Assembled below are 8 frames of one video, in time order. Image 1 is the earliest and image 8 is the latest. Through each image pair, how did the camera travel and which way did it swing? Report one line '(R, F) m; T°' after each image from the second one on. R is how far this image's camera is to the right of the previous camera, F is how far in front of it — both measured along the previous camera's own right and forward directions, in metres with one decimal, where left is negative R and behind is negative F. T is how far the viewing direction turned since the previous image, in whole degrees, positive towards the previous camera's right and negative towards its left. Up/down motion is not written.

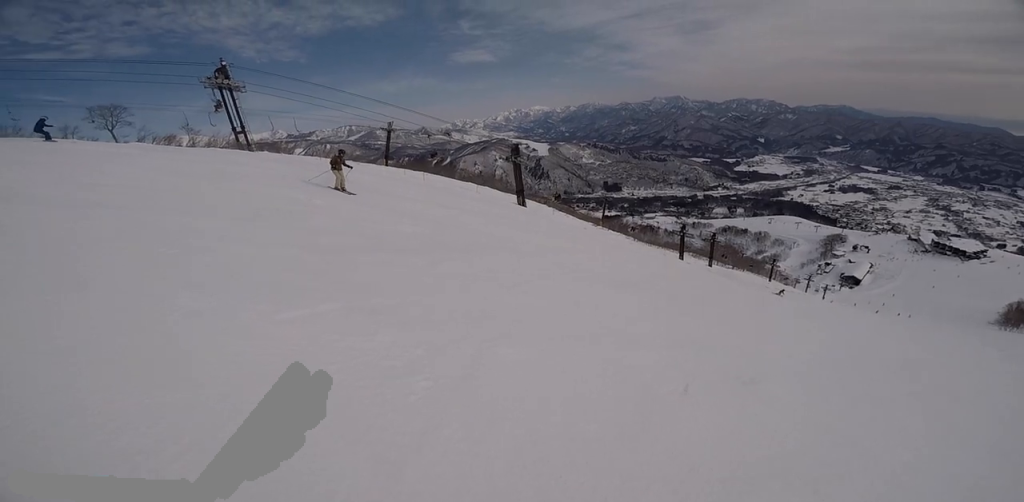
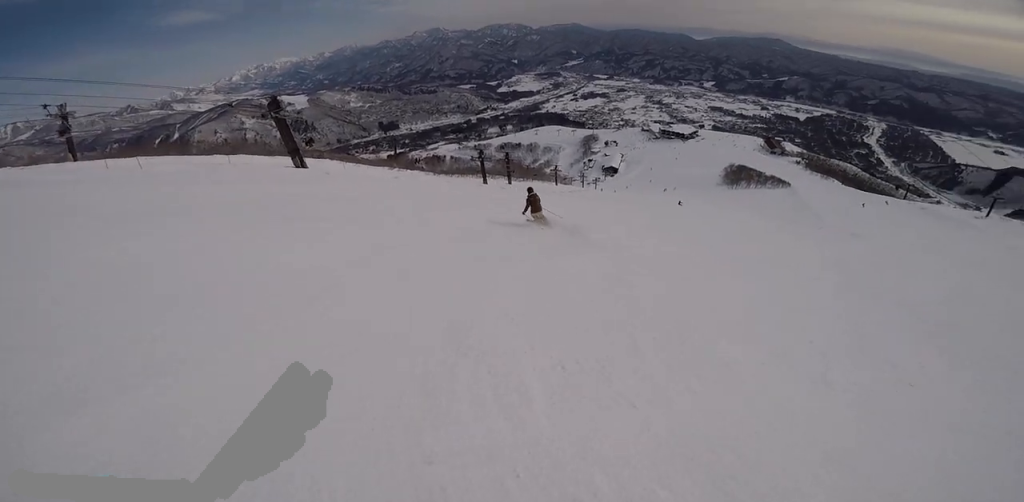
(+1.9, +6.0) m; +43°
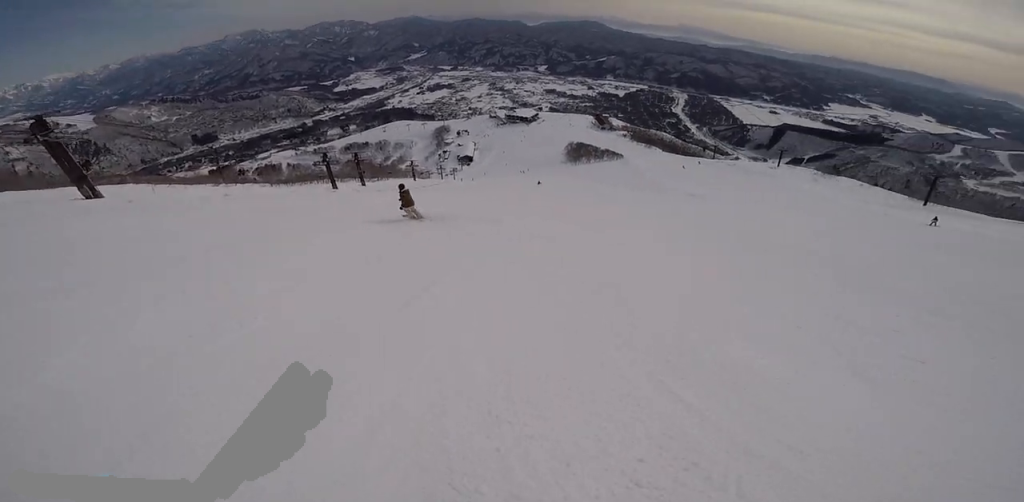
(+0.2, +1.8) m; +13°
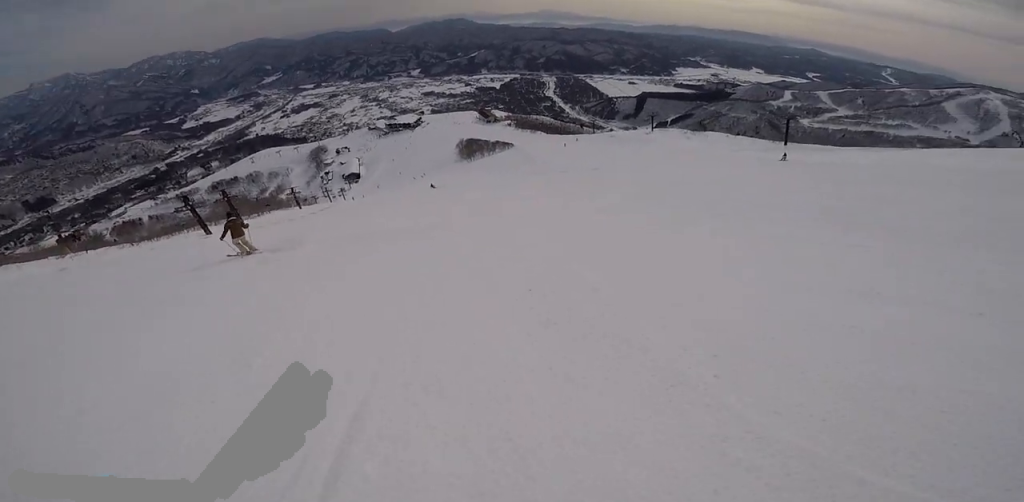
(-0.3, +2.2) m; +15°
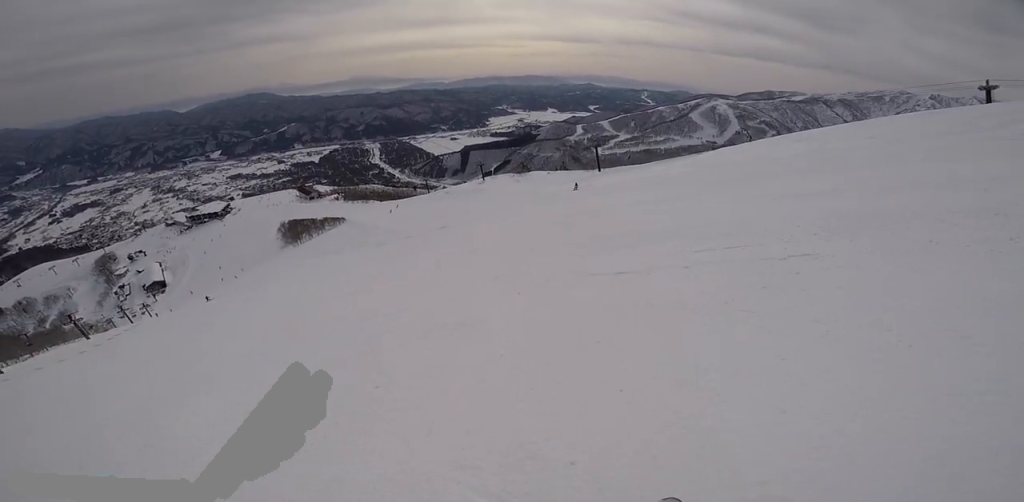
(+1.9, +4.5) m; +28°
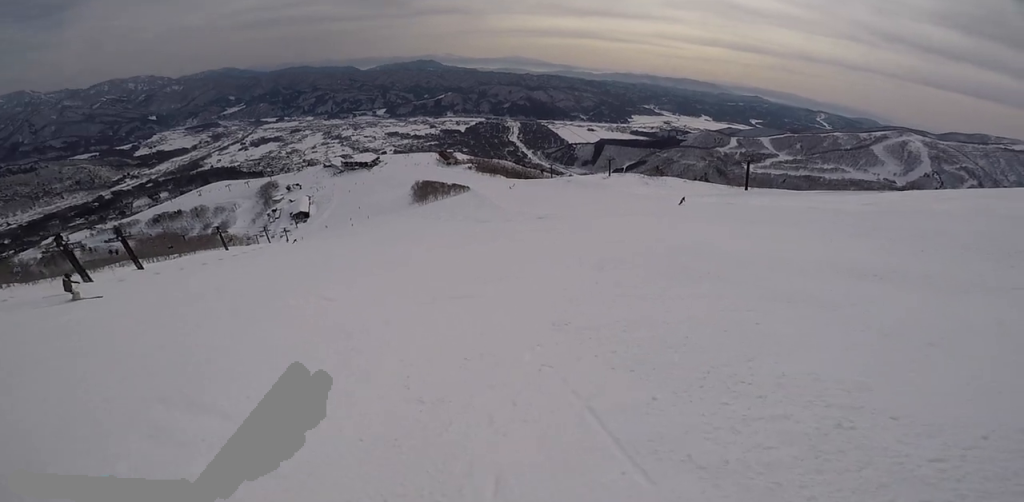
(0.0, +4.7) m; -8°
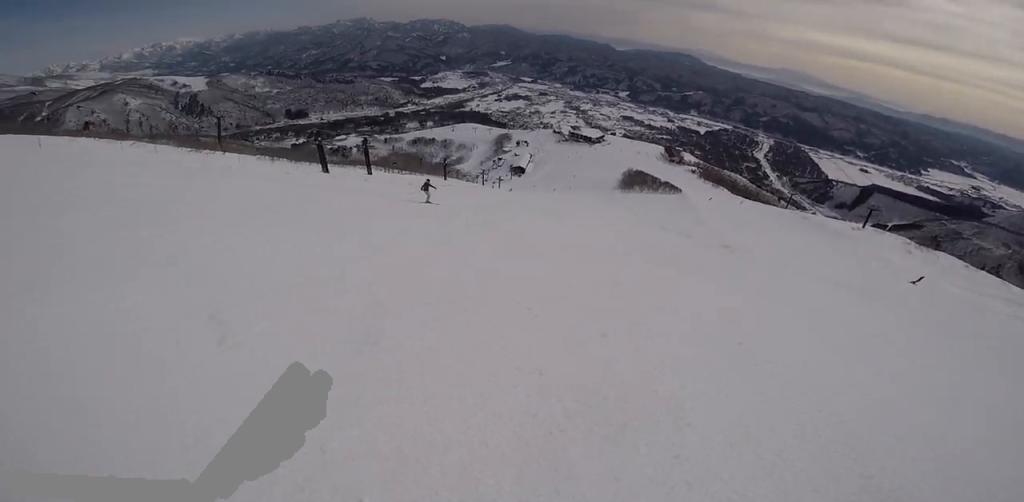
(-2.1, +5.5) m; -57°
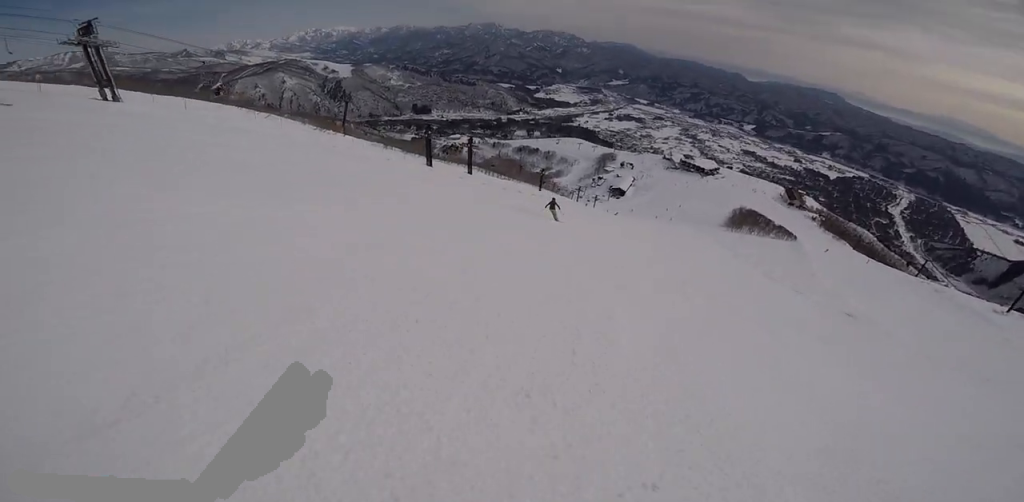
(-0.3, +1.9) m; -17°
